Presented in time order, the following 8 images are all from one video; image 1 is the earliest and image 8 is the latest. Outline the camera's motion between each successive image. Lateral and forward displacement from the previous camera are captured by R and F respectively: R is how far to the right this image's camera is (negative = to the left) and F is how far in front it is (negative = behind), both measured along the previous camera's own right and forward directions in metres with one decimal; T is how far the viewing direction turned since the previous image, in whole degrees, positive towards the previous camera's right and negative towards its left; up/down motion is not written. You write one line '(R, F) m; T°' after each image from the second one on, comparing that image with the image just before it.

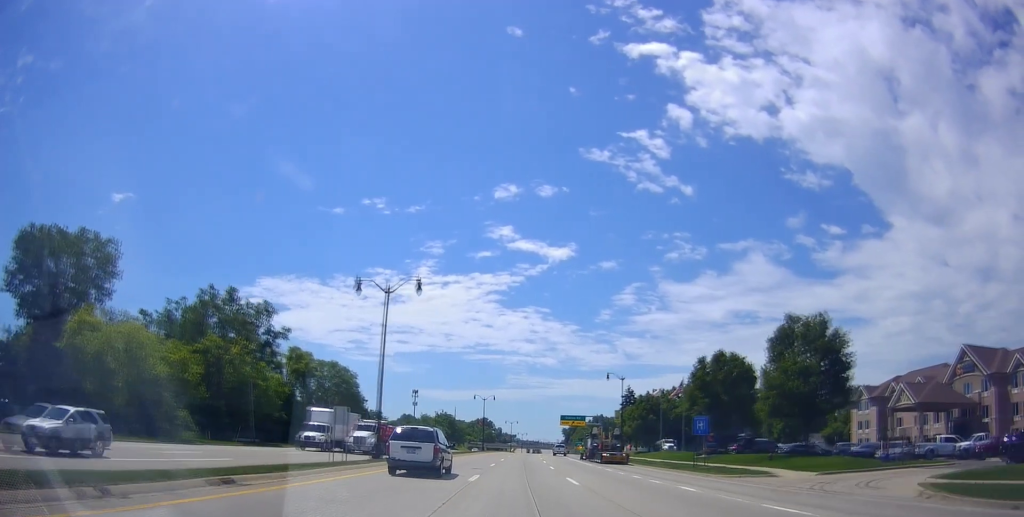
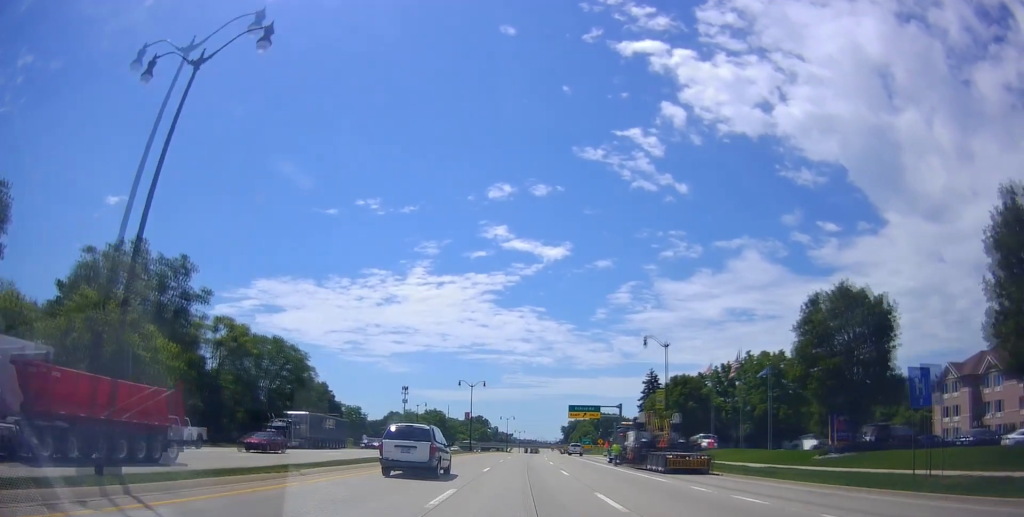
(-0.7, +24.1) m; -1°
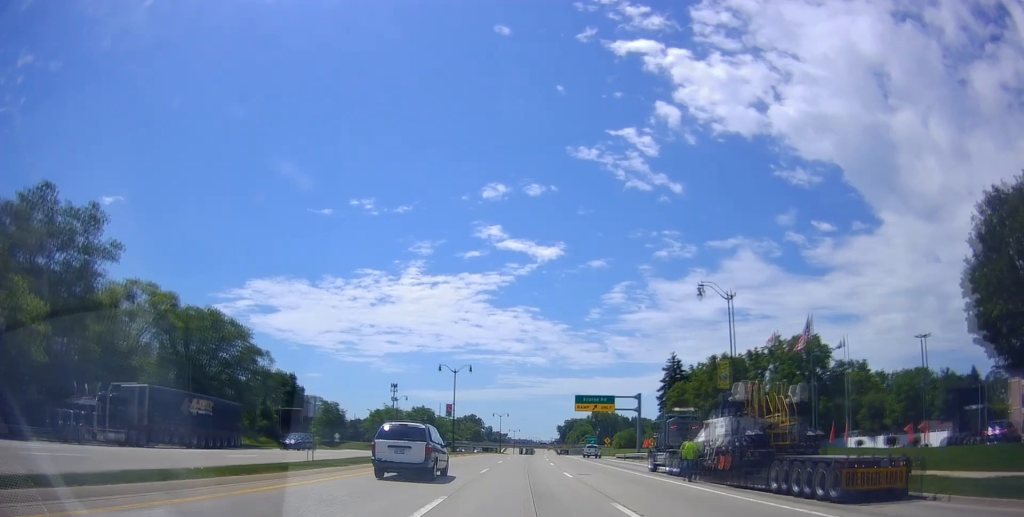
(+0.3, +17.6) m; +1°
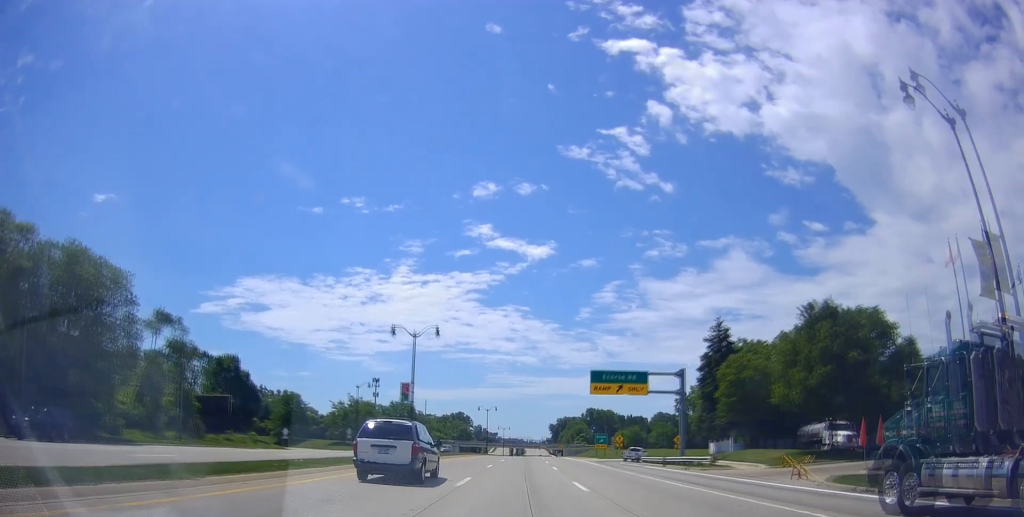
(+0.2, +23.2) m; +1°
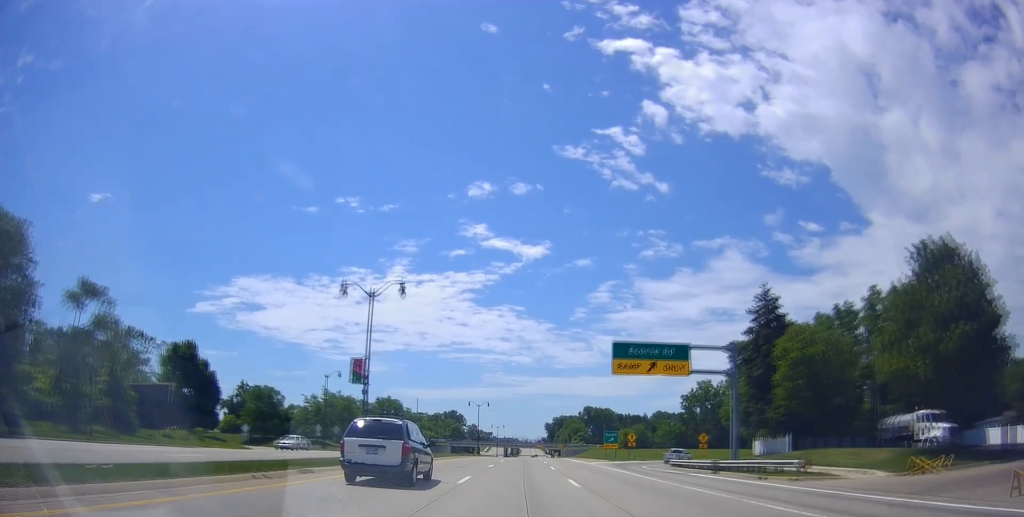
(+0.2, +13.6) m; 0°
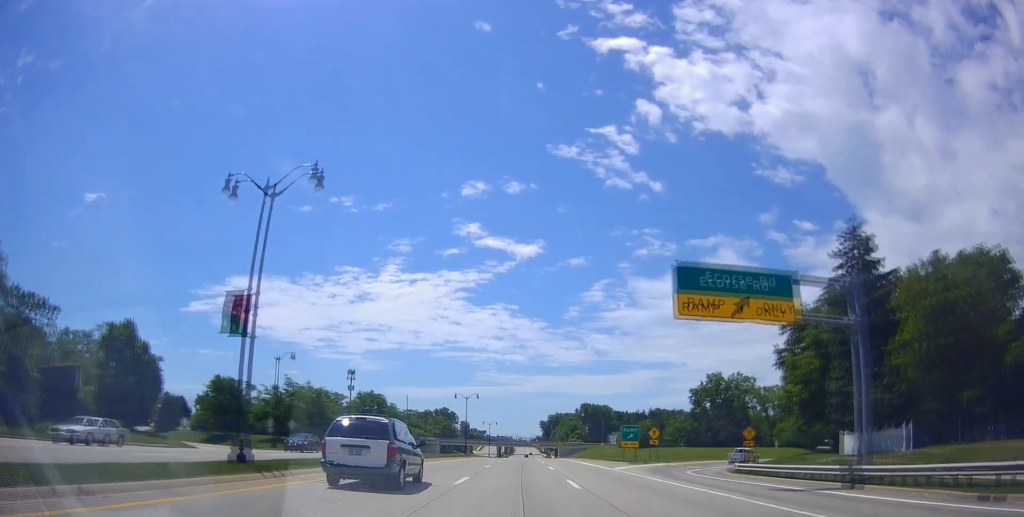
(-0.2, +15.6) m; -1°
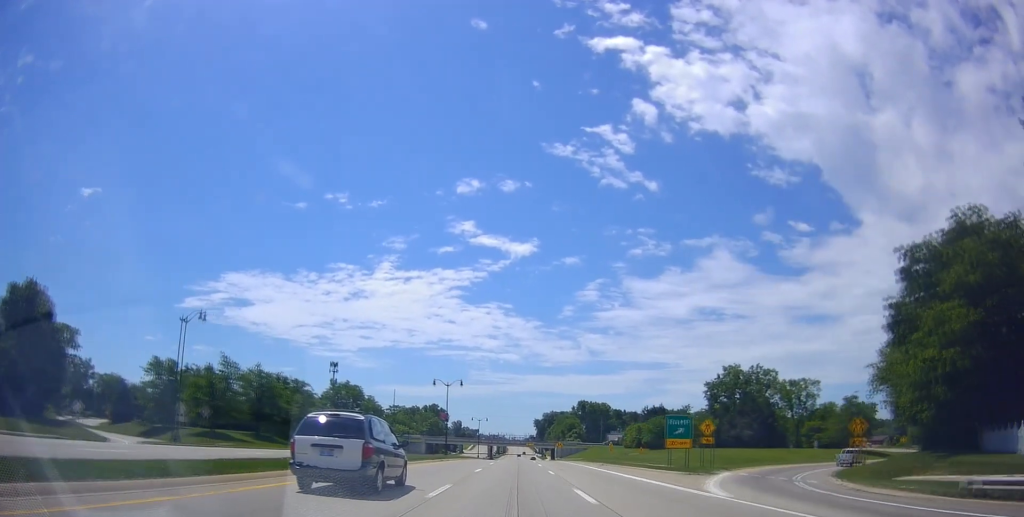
(-0.2, +19.6) m; +1°
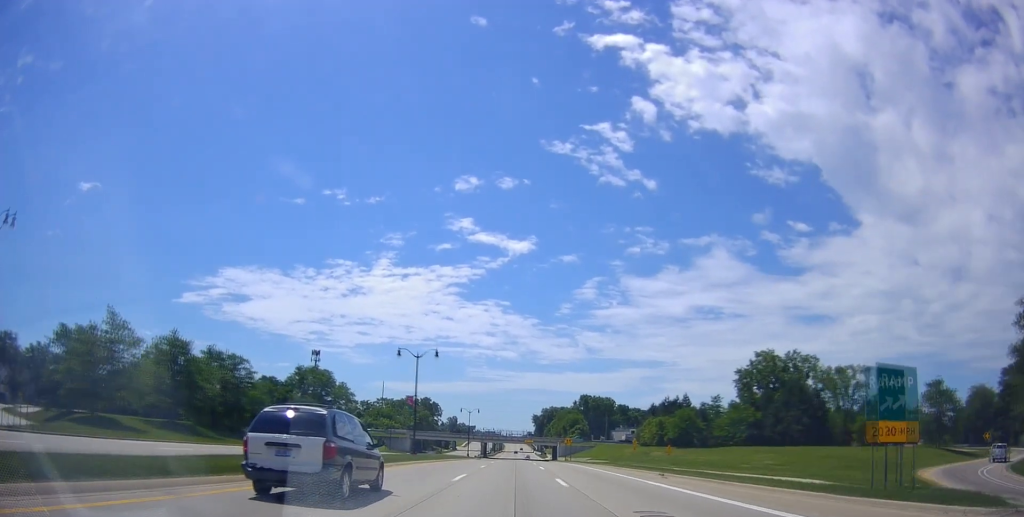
(+0.6, +23.7) m; +2°
